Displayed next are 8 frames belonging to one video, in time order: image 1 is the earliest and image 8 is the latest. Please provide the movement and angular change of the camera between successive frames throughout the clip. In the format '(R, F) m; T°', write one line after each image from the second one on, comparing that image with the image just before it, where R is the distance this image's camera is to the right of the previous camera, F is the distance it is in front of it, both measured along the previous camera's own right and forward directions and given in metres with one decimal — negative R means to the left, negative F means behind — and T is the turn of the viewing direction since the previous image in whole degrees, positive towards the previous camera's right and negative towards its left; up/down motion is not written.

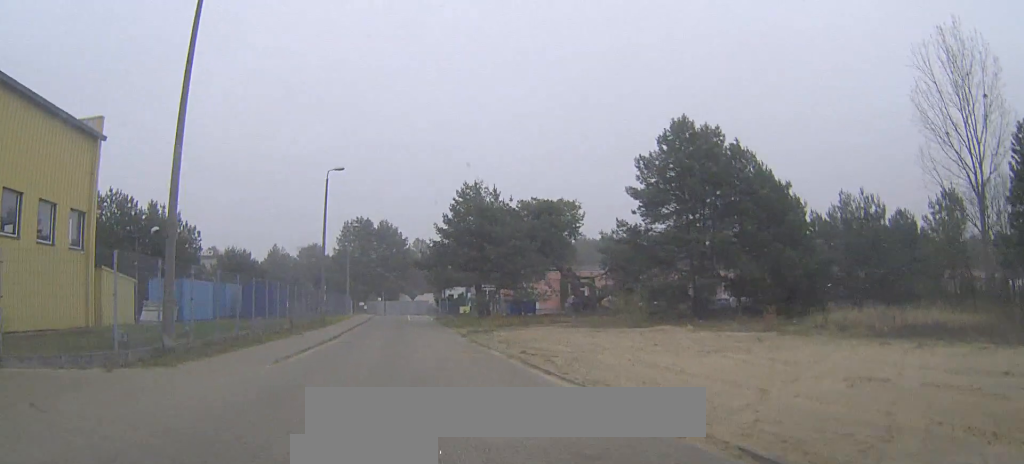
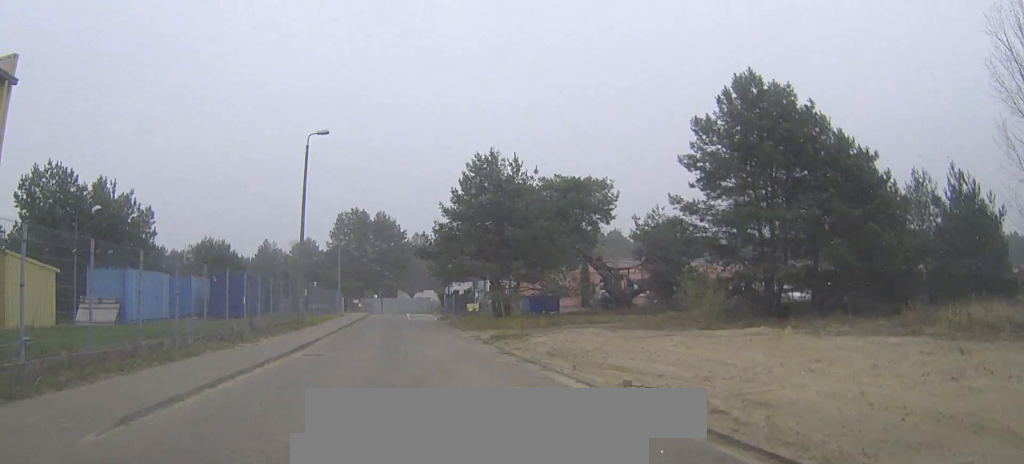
(+0.2, +9.6) m; +1°
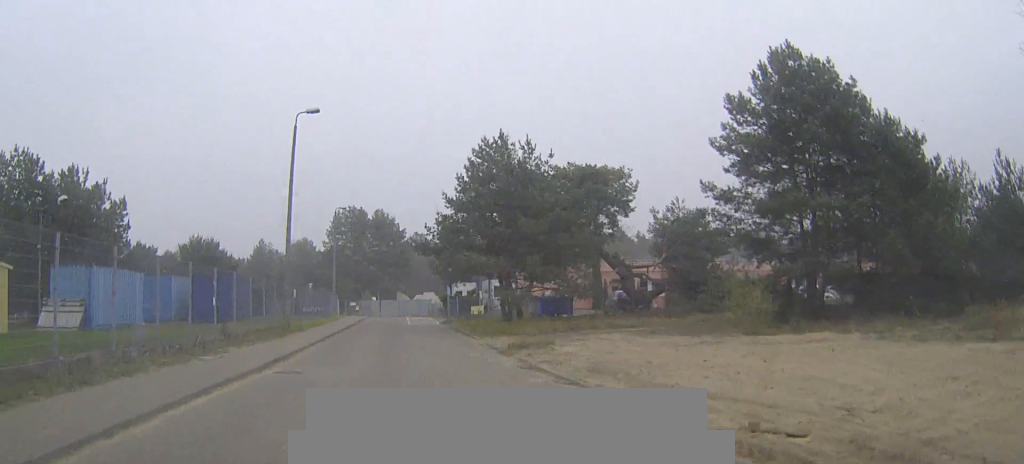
(-0.1, +4.3) m; -1°
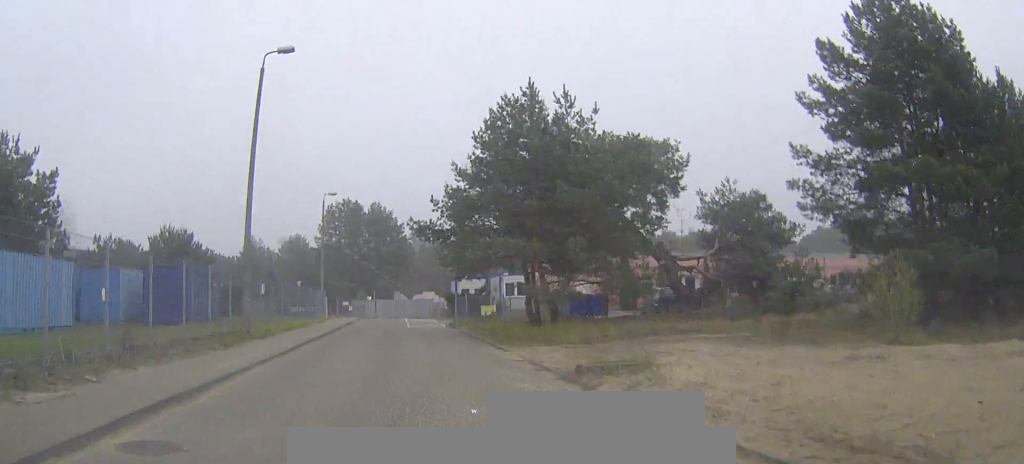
(0.0, +8.4) m; 0°
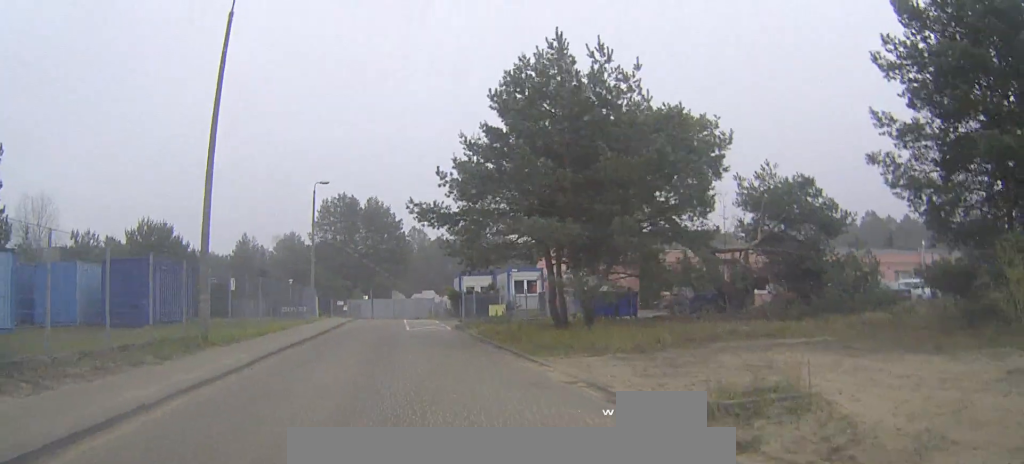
(0.0, +5.0) m; +1°
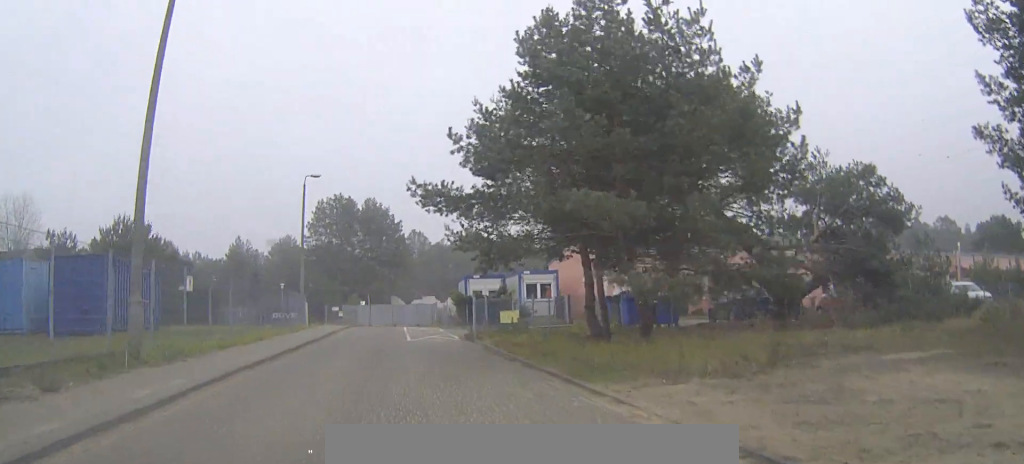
(+0.1, +5.3) m; +1°
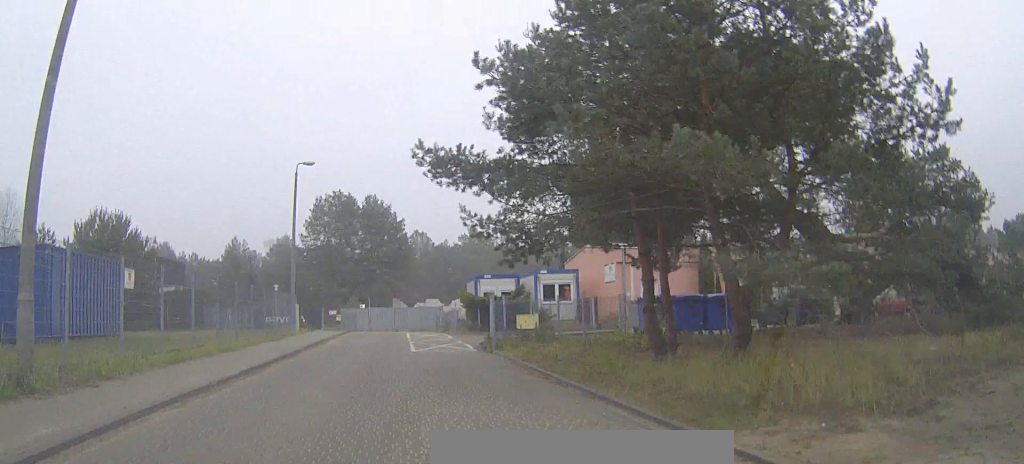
(0.0, +4.7) m; 0°
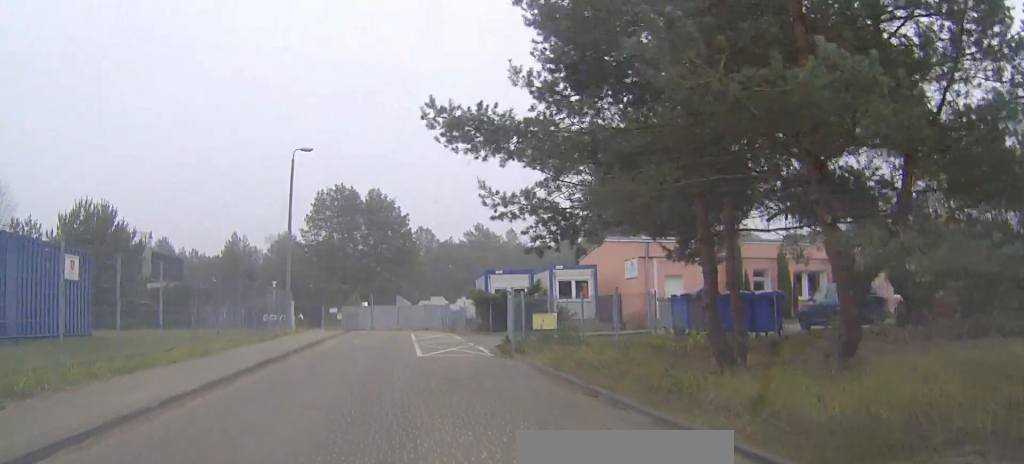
(0.0, +3.1) m; -1°
